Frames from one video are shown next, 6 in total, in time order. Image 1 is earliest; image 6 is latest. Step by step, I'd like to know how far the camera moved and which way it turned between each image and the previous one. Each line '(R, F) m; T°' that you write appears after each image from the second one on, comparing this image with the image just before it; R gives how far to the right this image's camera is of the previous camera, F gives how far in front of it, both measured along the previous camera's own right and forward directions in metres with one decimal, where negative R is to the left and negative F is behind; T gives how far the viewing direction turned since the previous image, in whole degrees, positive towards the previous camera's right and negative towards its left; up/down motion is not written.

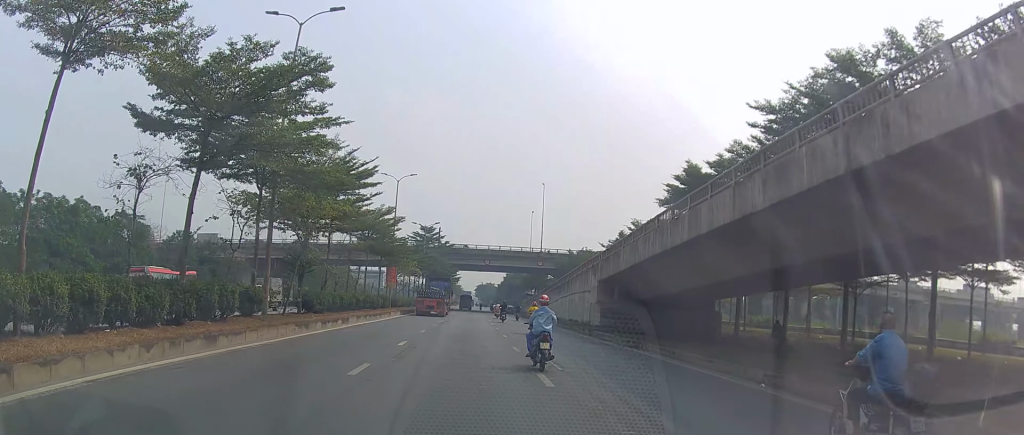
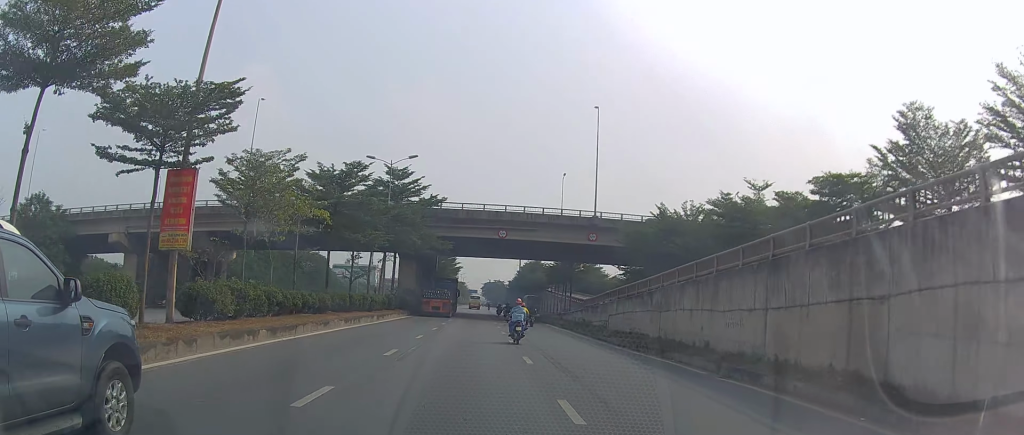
(+0.2, +43.6) m; 0°
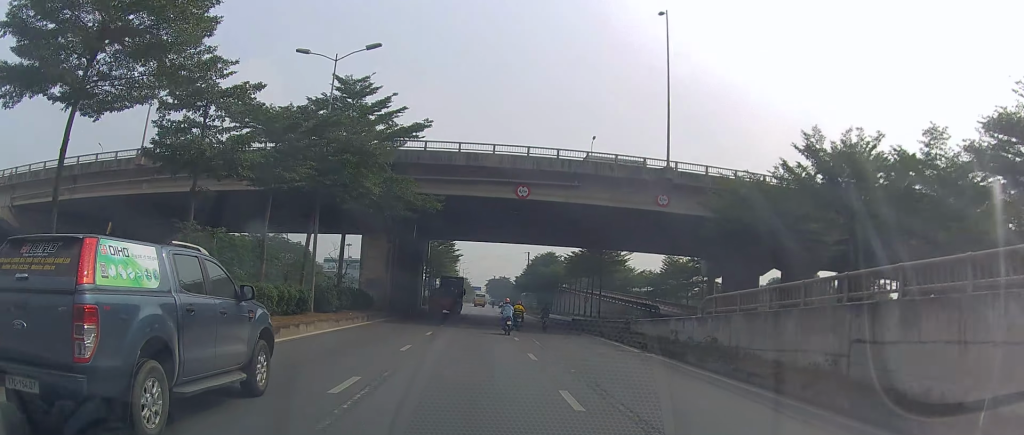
(0.0, +23.8) m; +1°
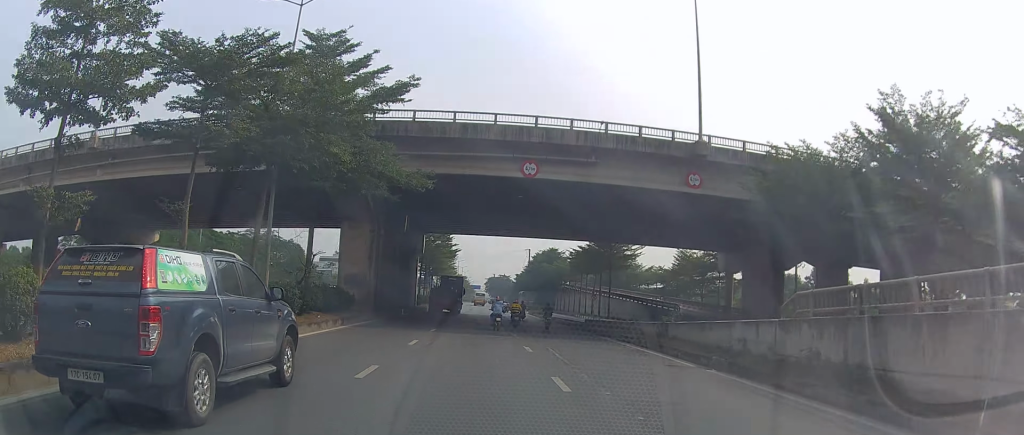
(+0.1, +6.5) m; 0°
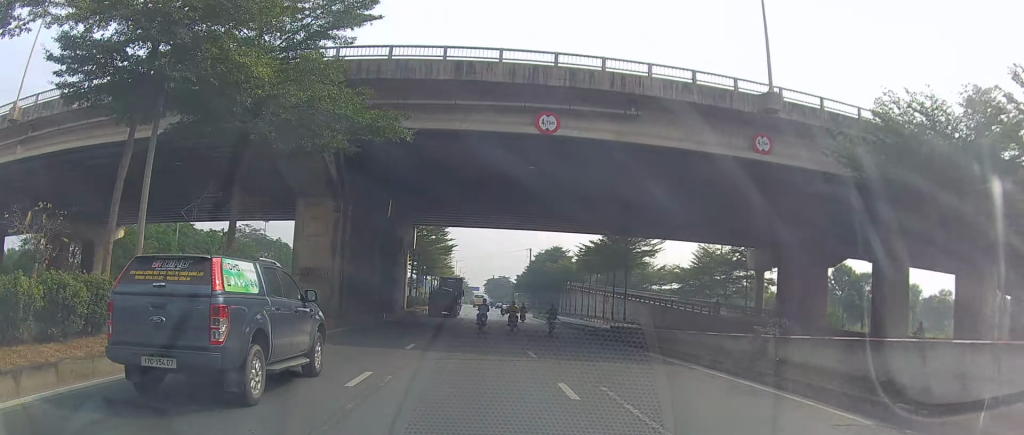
(-0.1, +9.3) m; -1°
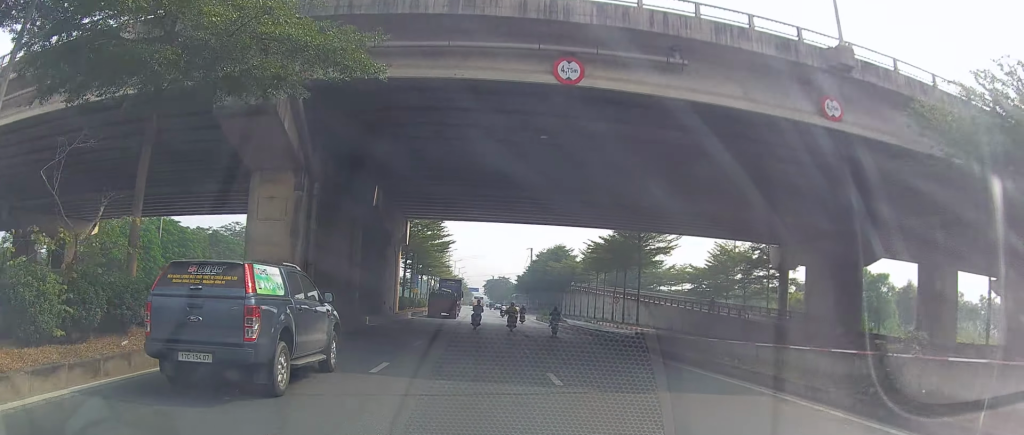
(0.0, +6.0) m; -1°
